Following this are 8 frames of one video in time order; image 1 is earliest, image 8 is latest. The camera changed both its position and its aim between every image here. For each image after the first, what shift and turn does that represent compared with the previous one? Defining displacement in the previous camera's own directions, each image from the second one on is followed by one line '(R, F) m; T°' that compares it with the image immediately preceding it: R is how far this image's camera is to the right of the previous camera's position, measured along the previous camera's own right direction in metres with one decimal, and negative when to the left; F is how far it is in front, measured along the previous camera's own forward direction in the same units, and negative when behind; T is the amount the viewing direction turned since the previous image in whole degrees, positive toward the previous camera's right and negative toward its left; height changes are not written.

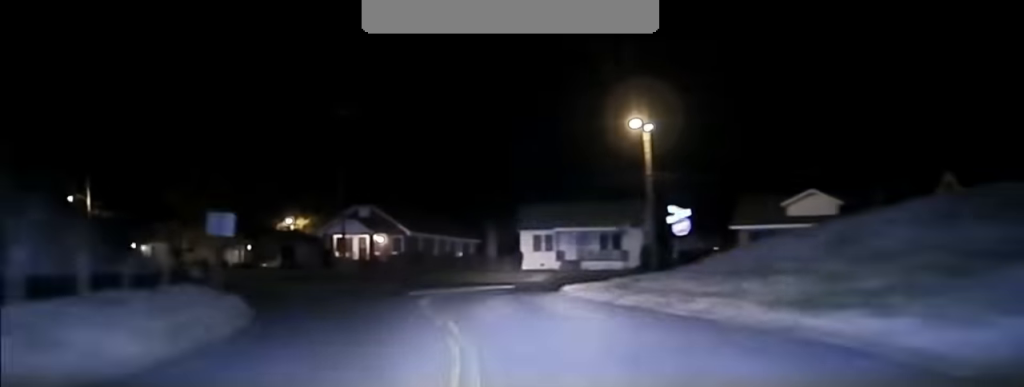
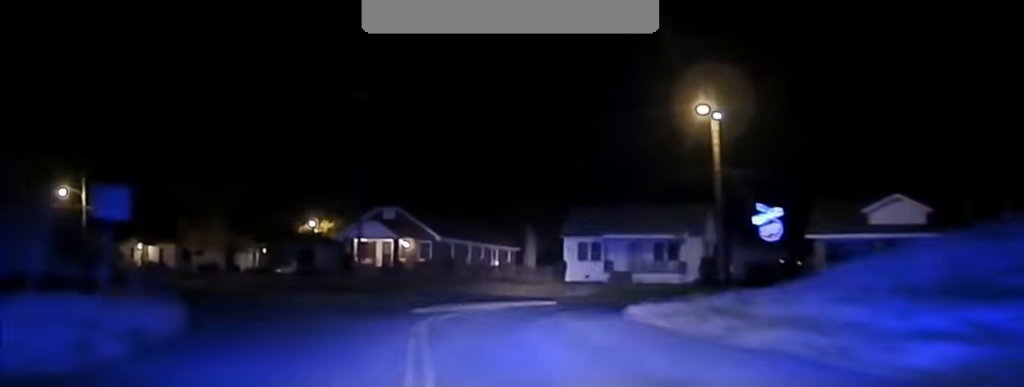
(0.0, +7.7) m; -1°
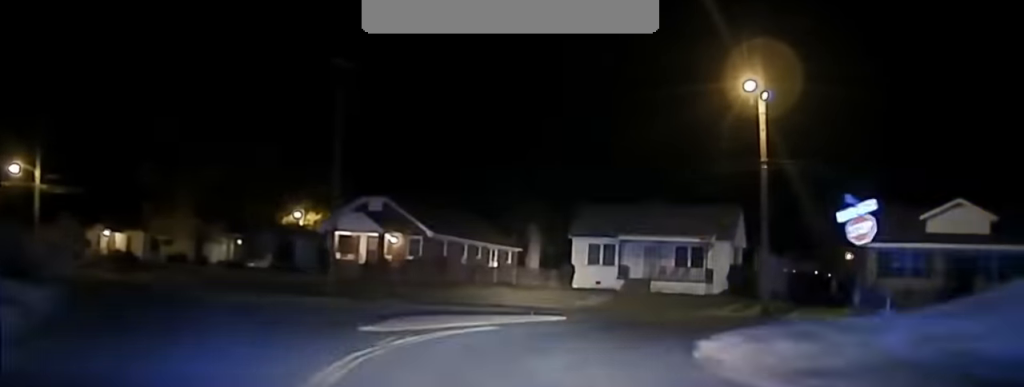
(+0.2, +8.3) m; -1°
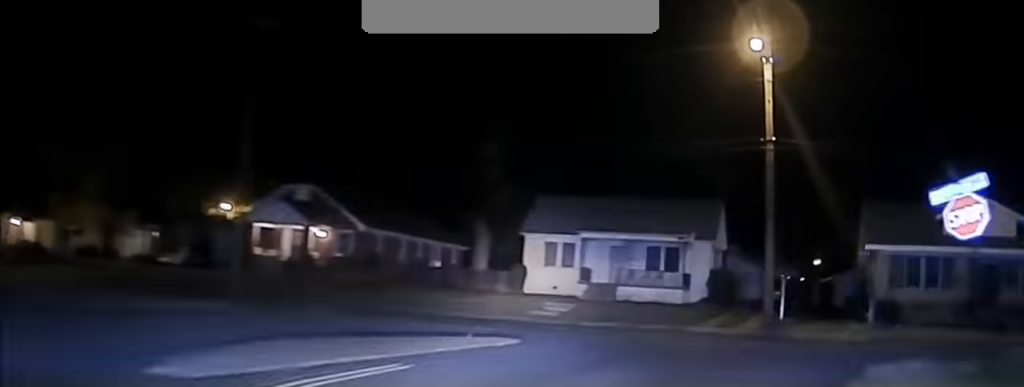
(-0.5, +9.3) m; +1°
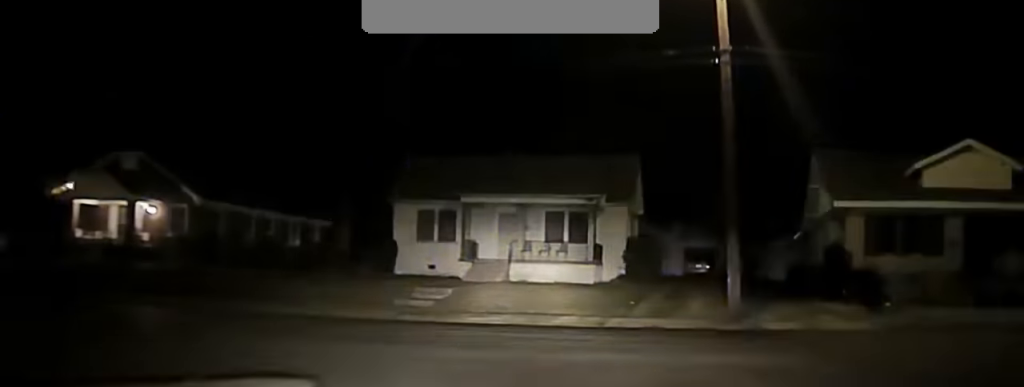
(+0.1, +11.4) m; -4°
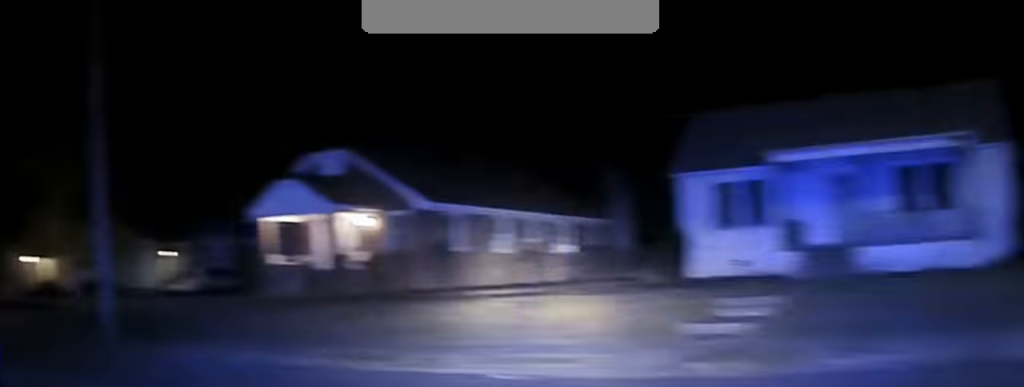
(-2.3, +15.6) m; -32°
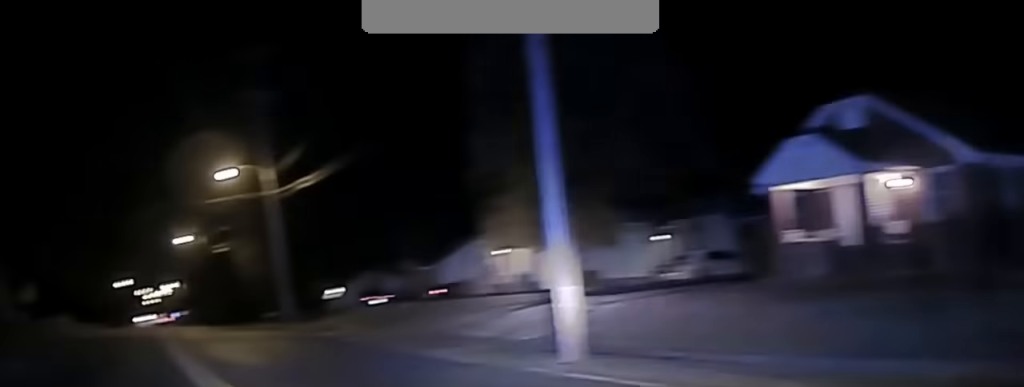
(-1.8, +7.7) m; -19°
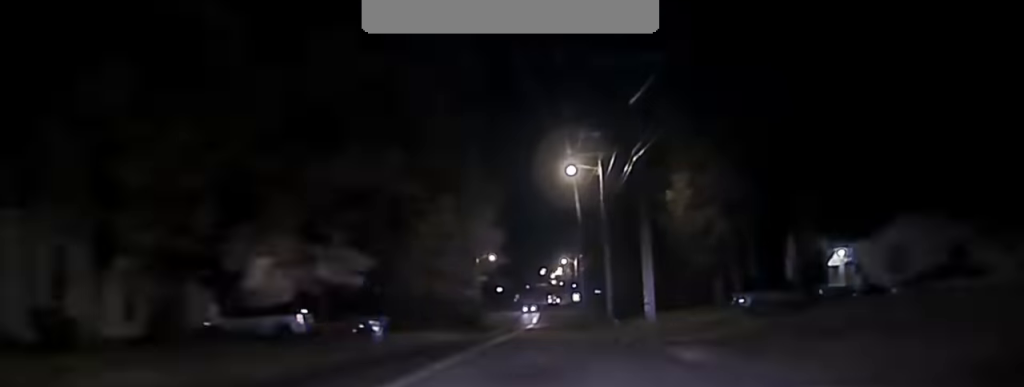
(-13.3, +46.7) m; -18°
